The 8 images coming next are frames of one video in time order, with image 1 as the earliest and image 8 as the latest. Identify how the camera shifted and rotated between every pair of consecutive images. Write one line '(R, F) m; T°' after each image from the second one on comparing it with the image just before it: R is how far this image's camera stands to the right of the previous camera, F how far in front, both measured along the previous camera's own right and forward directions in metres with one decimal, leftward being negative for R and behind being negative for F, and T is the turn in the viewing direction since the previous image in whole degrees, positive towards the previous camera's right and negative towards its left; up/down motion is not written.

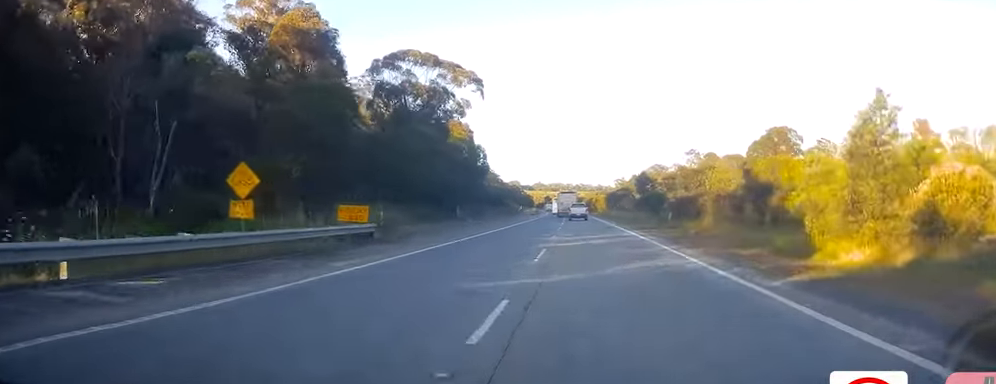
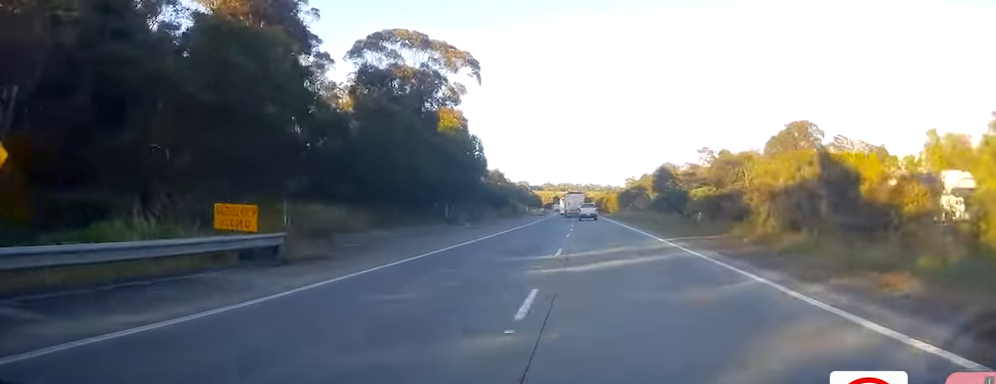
(0.0, +10.4) m; 0°
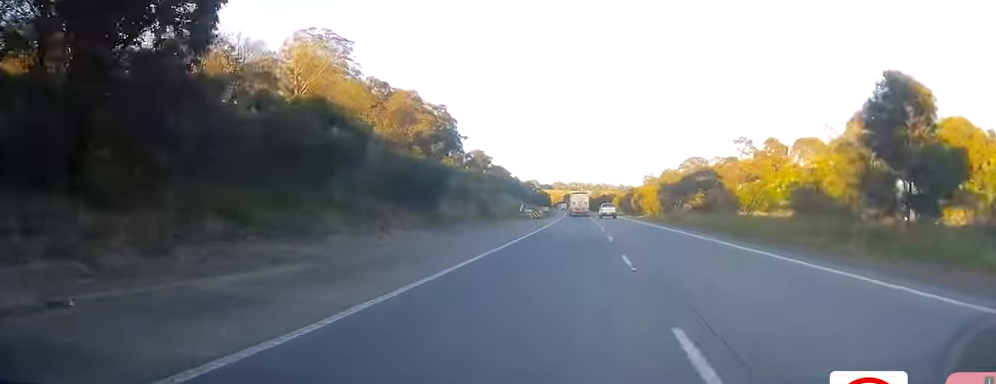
(-1.5, +52.0) m; -3°
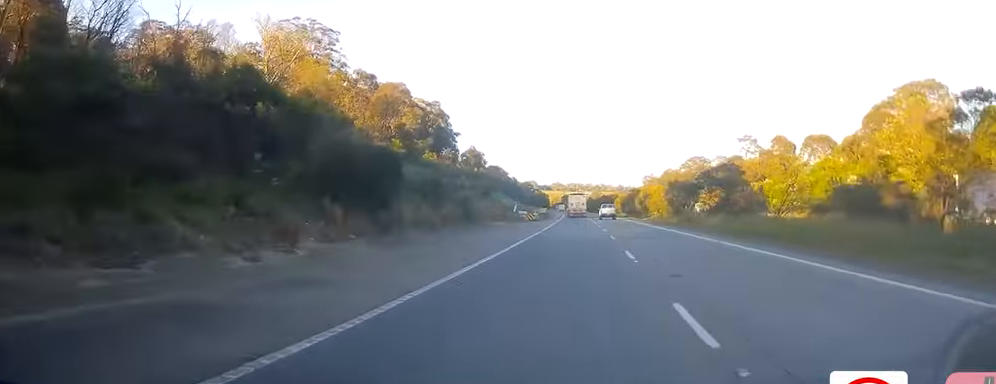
(0.0, +9.6) m; 0°
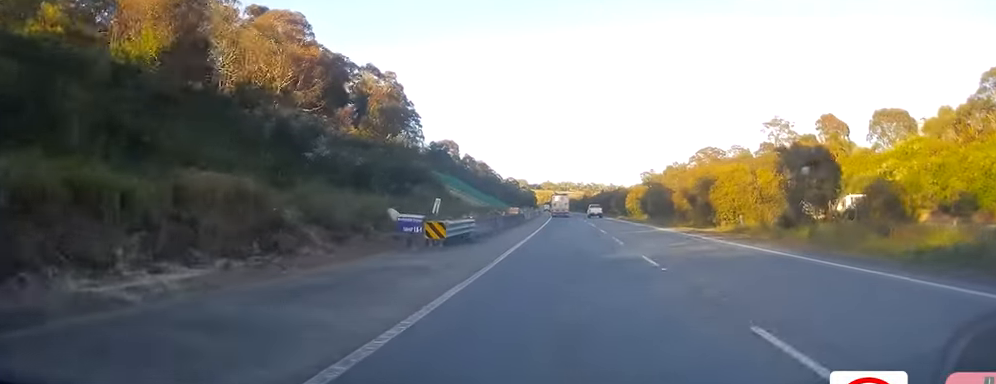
(+0.7, +49.9) m; +2°
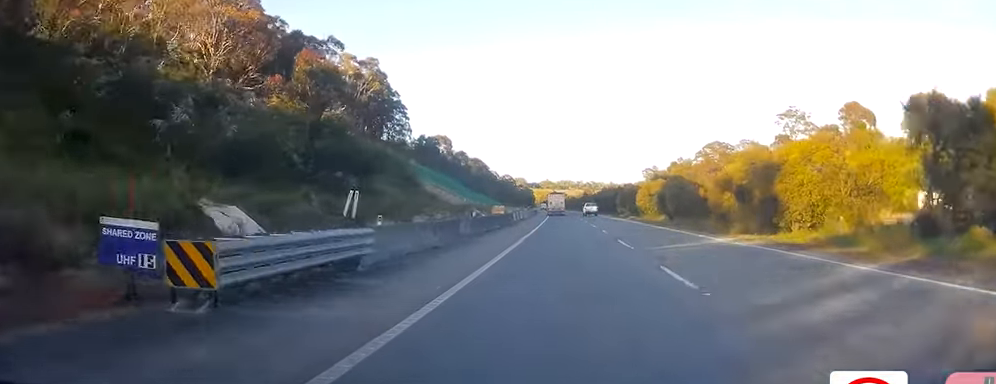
(+0.4, +16.3) m; 0°
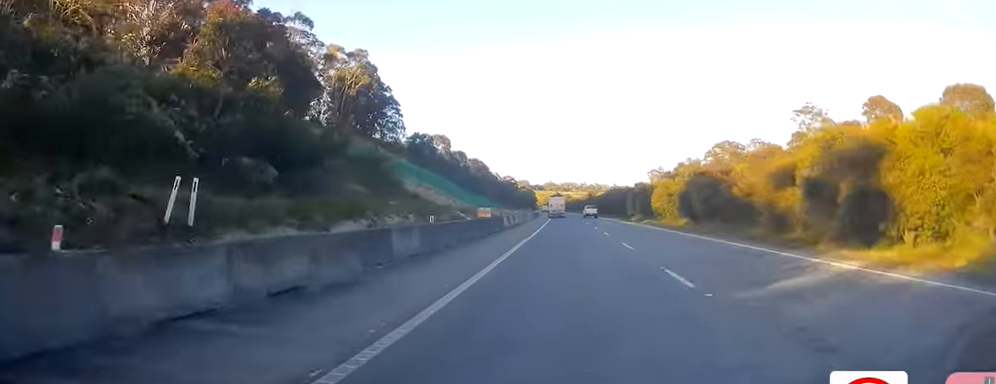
(-0.3, +11.9) m; 0°
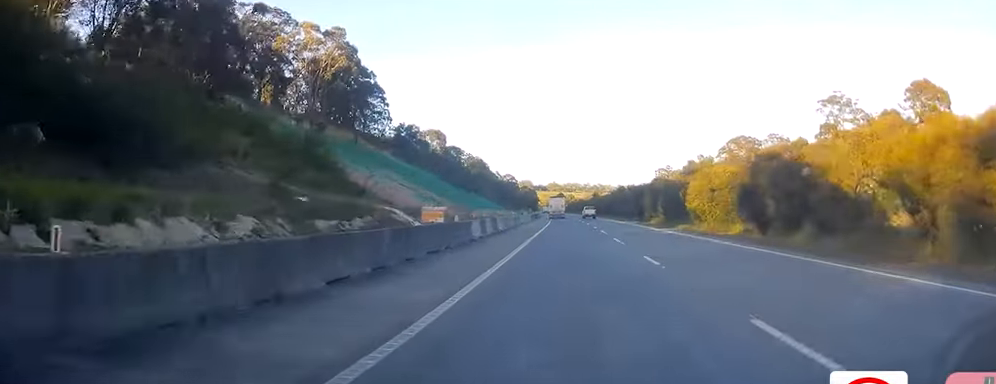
(-0.1, +18.7) m; 0°
